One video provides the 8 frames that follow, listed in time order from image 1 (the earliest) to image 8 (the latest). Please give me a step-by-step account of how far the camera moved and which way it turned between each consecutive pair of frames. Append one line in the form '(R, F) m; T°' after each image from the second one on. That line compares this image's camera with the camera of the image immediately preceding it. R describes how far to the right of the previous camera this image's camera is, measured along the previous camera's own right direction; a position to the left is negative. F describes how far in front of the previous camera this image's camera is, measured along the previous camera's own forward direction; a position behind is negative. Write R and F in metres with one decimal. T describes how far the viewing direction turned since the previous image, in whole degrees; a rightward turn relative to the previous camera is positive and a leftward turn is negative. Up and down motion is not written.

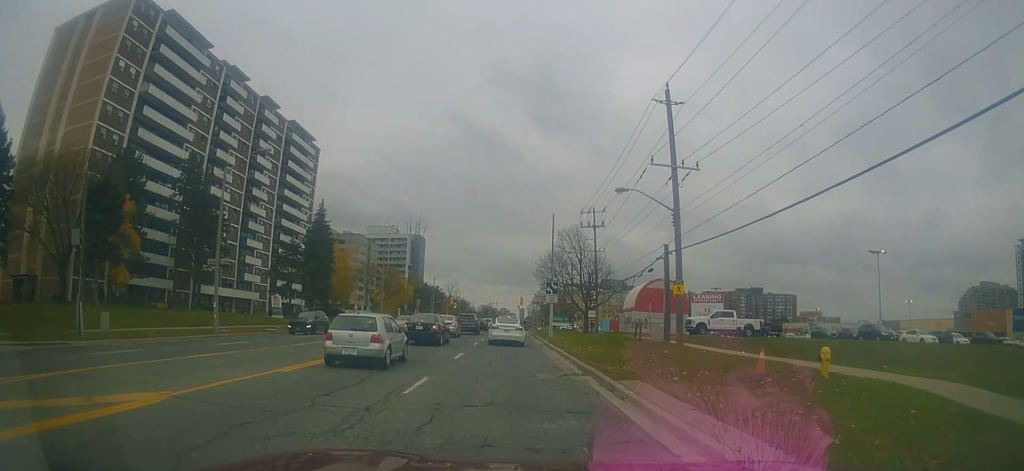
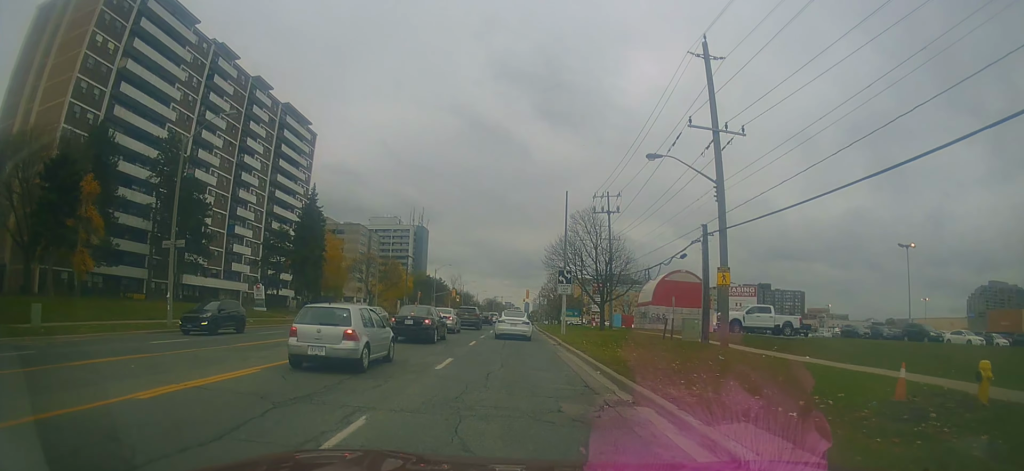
(+0.2, +6.1) m; +1°
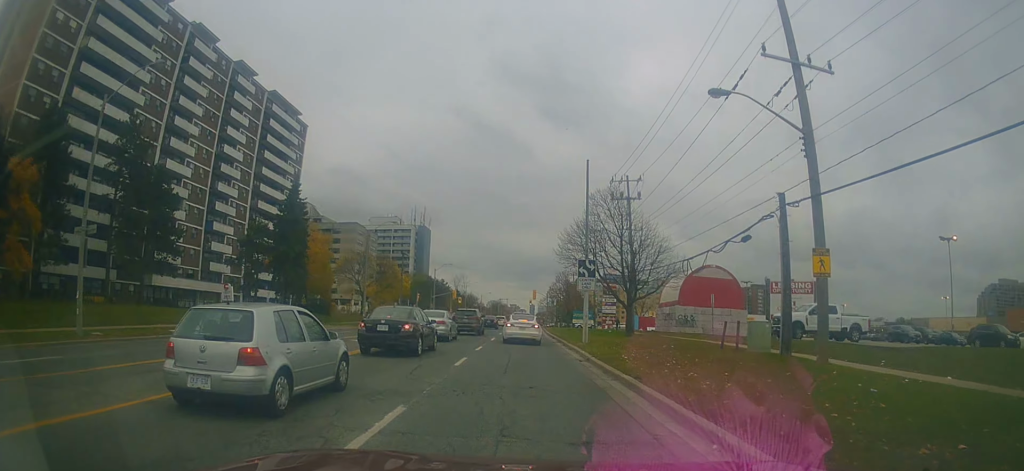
(+0.2, +8.3) m; -1°
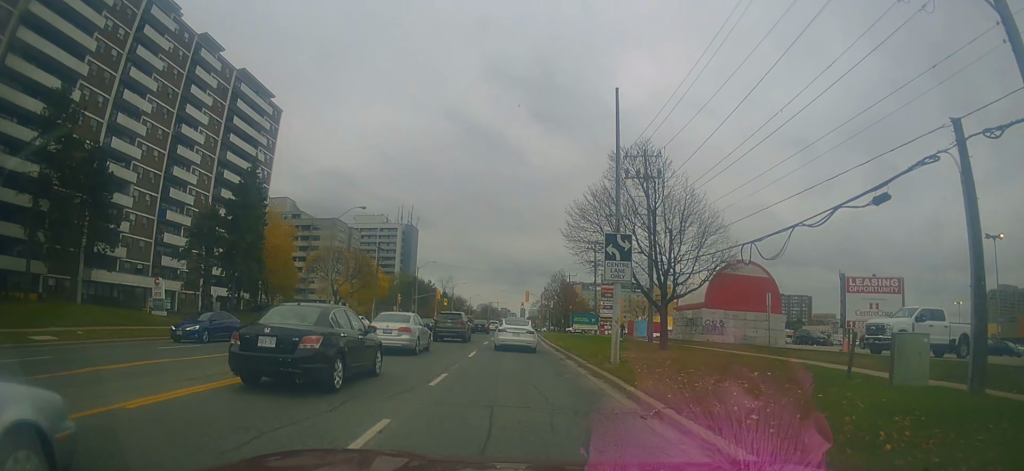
(-0.4, +10.3) m; -1°
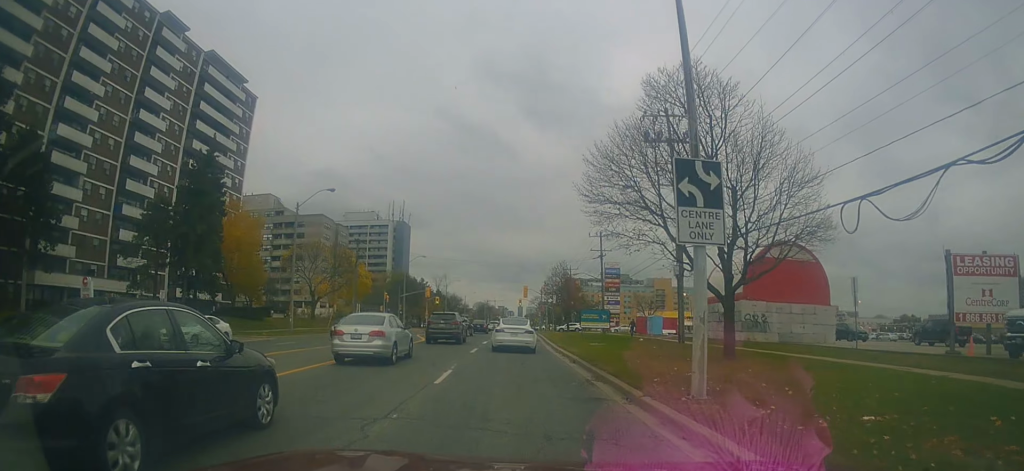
(+0.1, +8.6) m; +1°
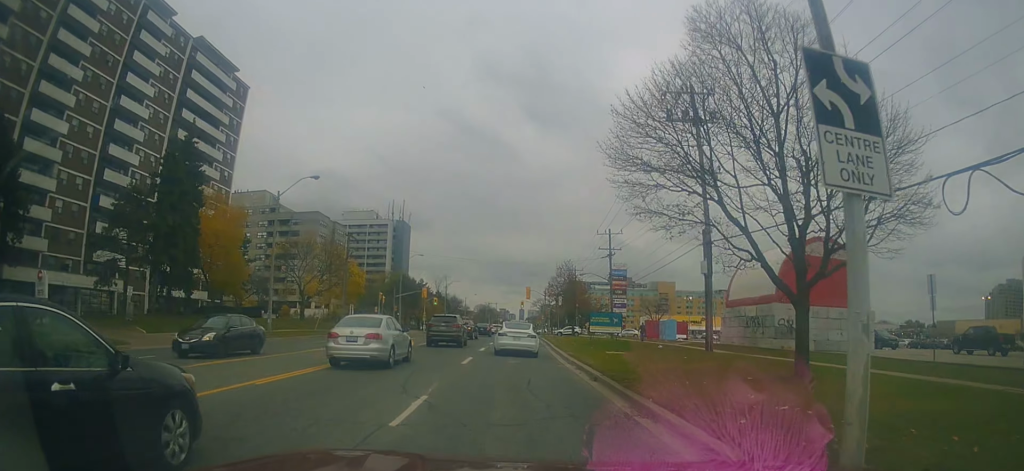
(0.0, +4.8) m; -1°
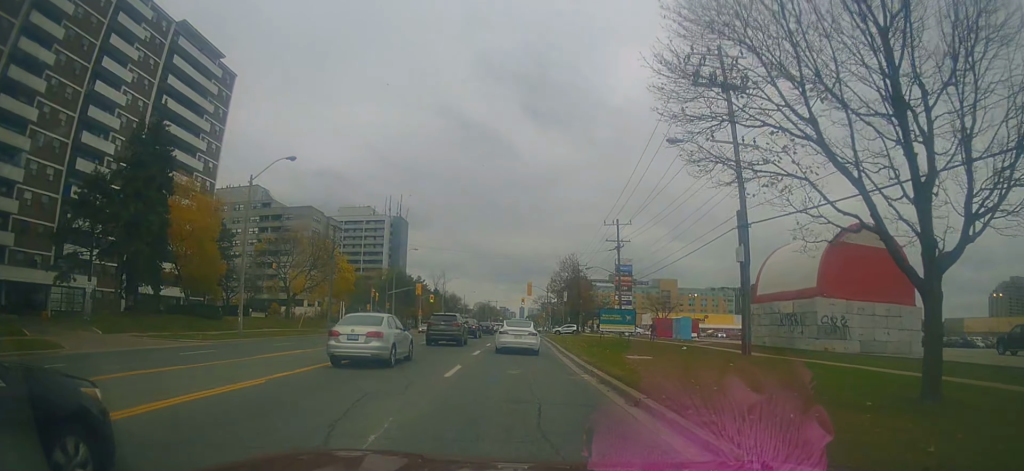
(+0.1, +4.7) m; -1°
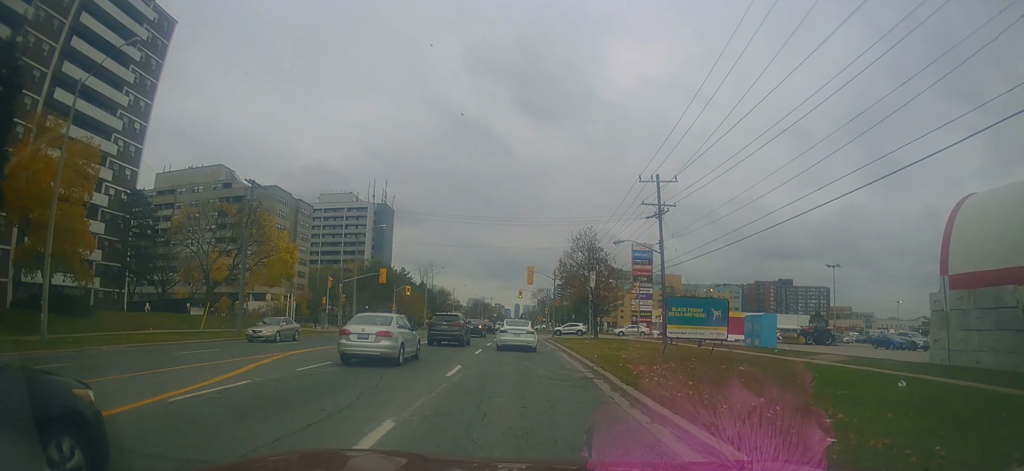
(+1.0, +17.5) m; +3°
